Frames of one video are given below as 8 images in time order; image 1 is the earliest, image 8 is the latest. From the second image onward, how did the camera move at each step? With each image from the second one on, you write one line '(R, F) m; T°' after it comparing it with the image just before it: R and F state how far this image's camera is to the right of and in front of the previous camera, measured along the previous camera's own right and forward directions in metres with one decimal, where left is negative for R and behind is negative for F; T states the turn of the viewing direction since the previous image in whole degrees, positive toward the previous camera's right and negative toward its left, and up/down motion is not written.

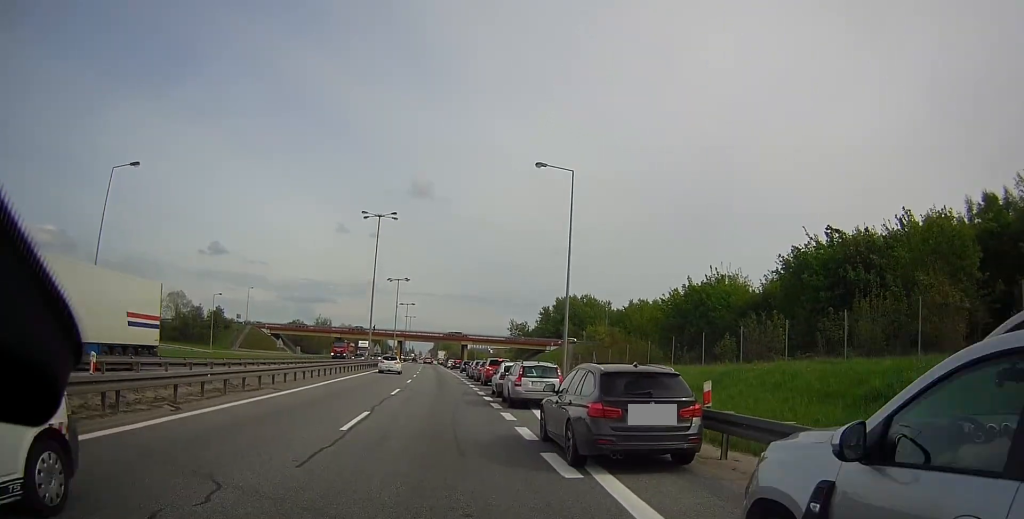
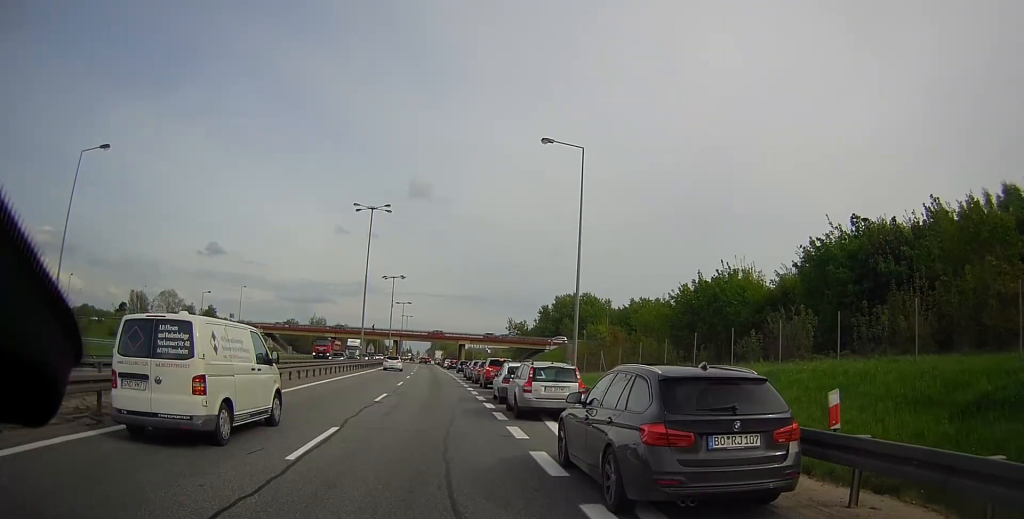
(0.0, +3.6) m; 0°
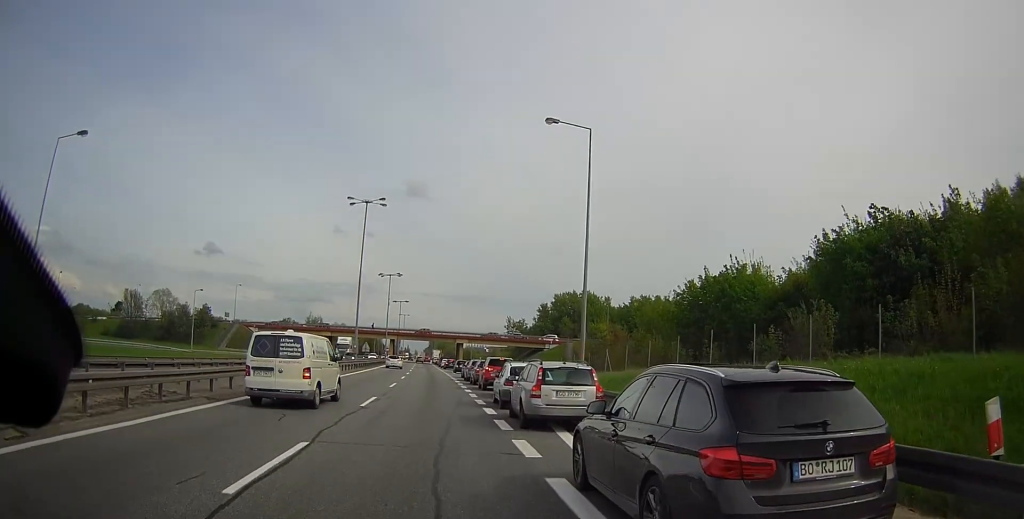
(0.0, +2.5) m; 0°
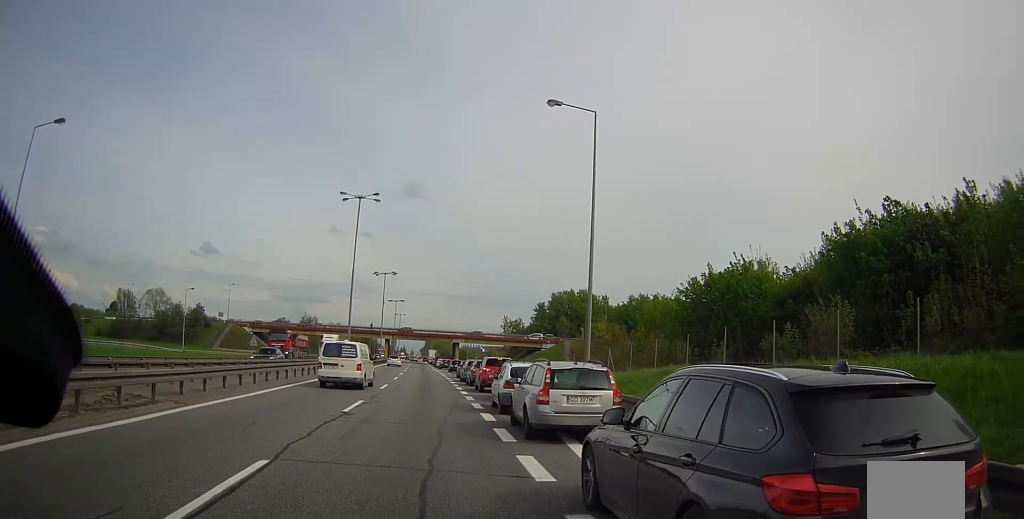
(0.0, +2.3) m; +1°
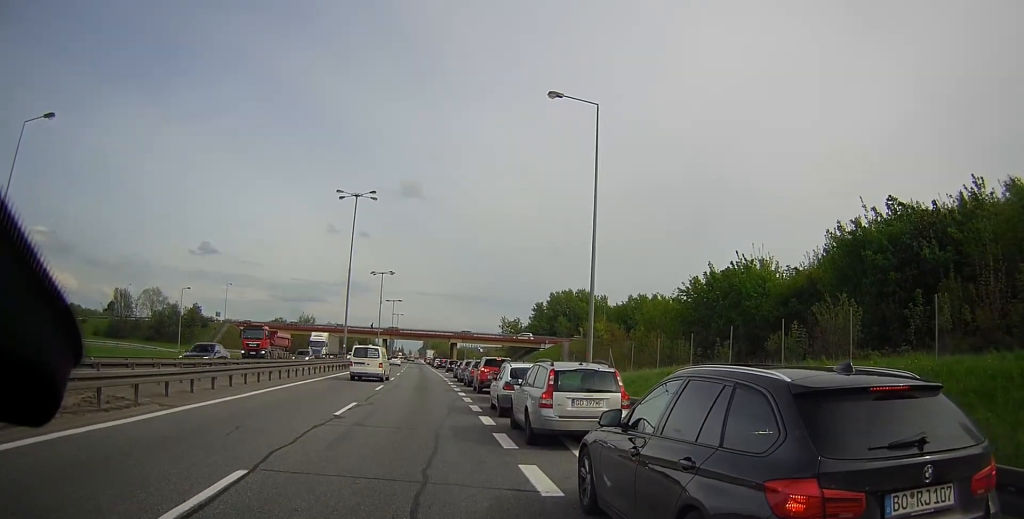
(0.0, +1.4) m; +2°
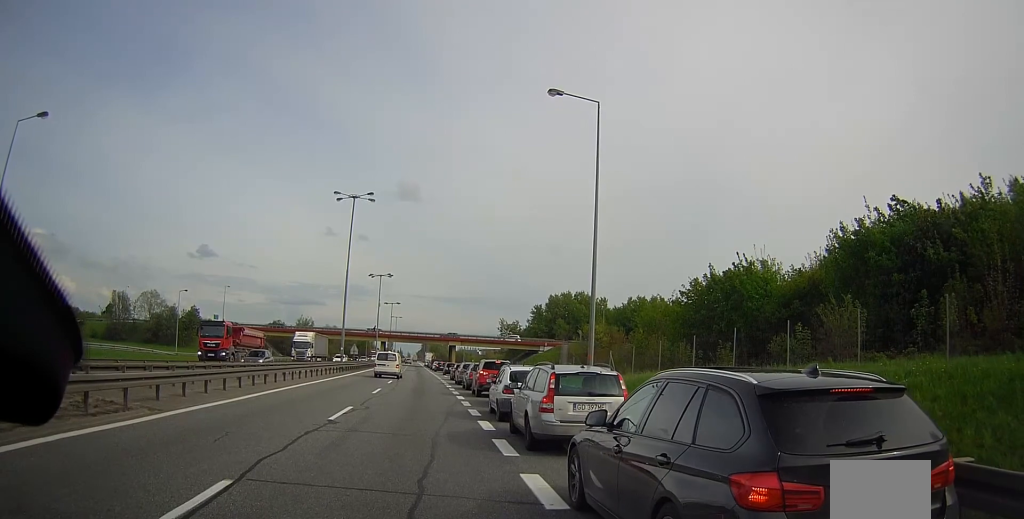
(0.0, +1.3) m; +1°
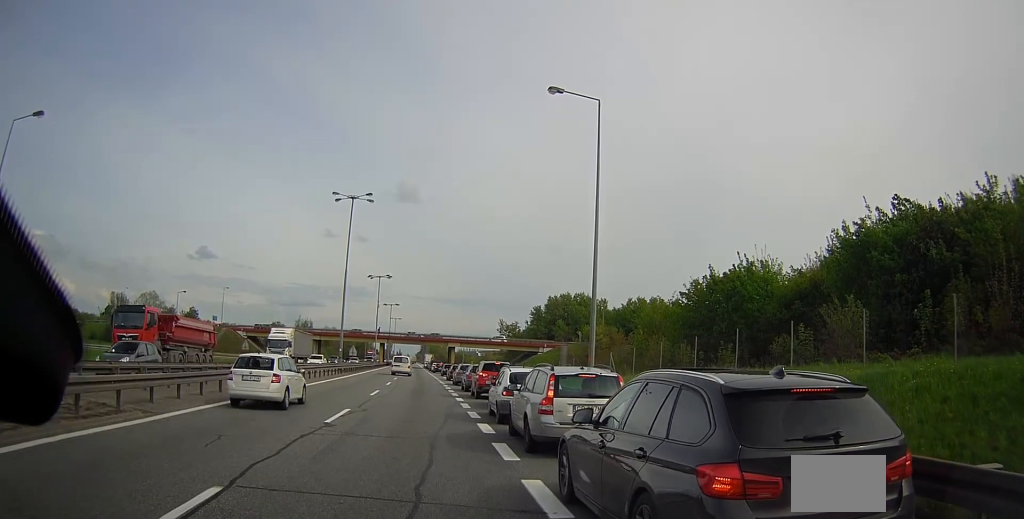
(+0.2, +1.1) m; 0°
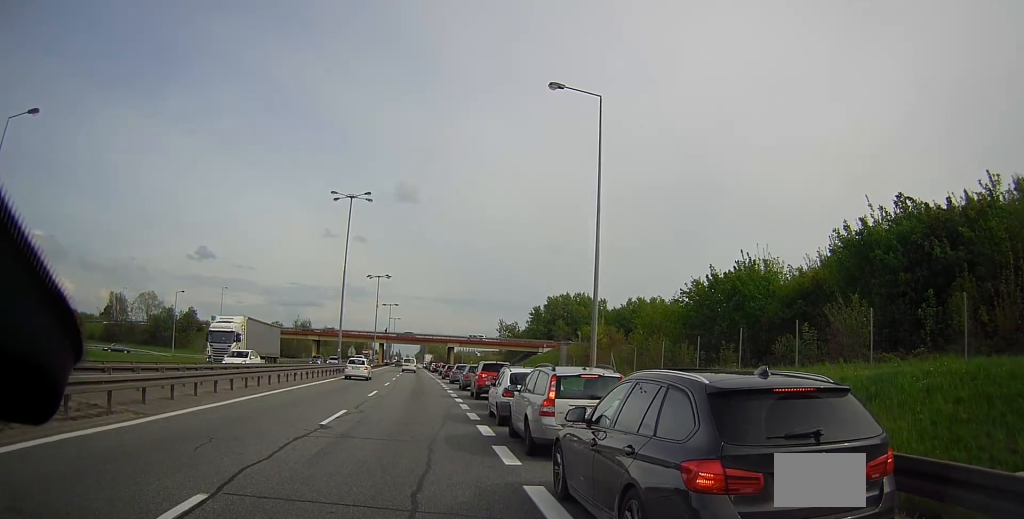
(0.0, +0.7) m; 0°
